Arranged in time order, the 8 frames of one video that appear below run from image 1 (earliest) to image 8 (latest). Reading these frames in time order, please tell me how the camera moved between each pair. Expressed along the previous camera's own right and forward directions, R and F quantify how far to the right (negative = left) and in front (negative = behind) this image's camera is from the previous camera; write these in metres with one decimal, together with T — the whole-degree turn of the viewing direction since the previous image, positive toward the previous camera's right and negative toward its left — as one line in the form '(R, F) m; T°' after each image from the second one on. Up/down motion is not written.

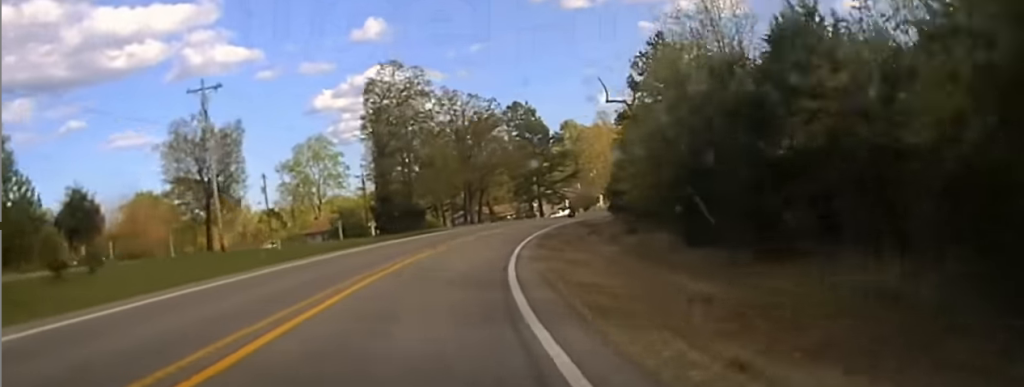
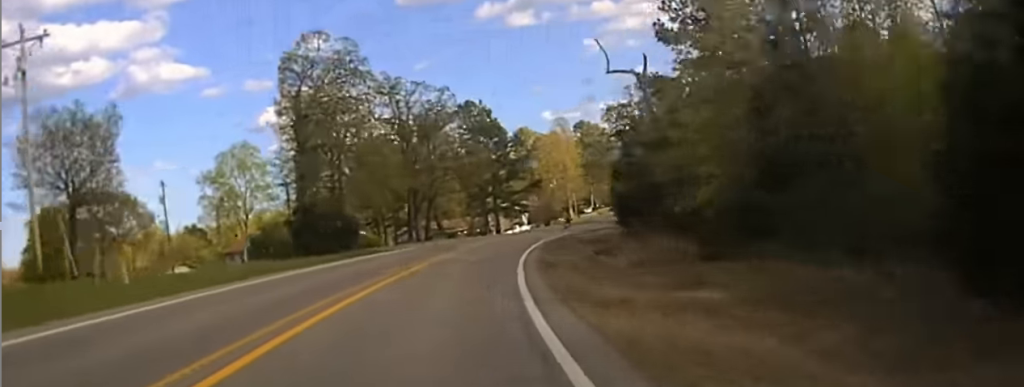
(+0.6, +16.2) m; +2°
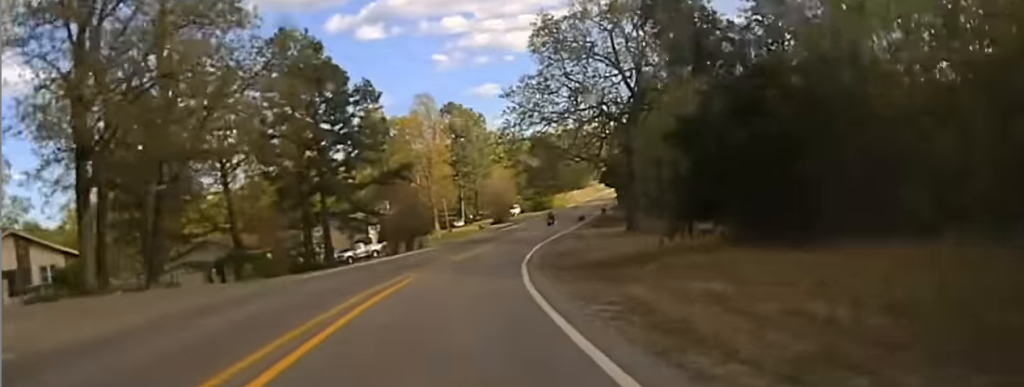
(+2.8, +46.9) m; +8°
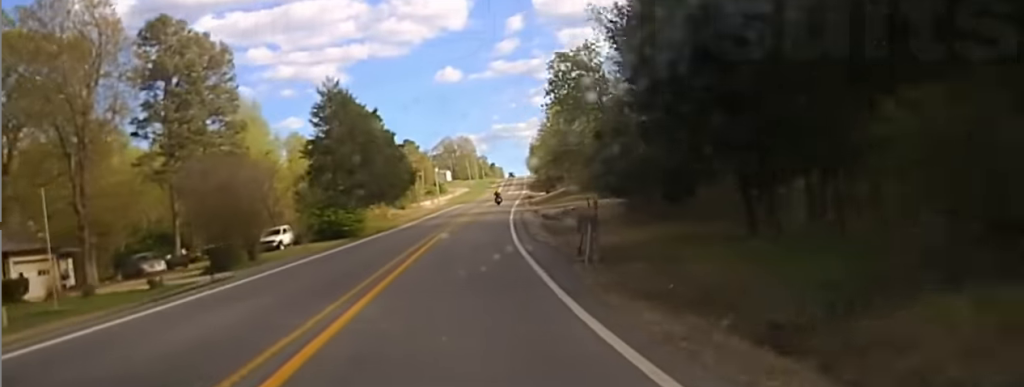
(+10.5, +75.0) m; +15°
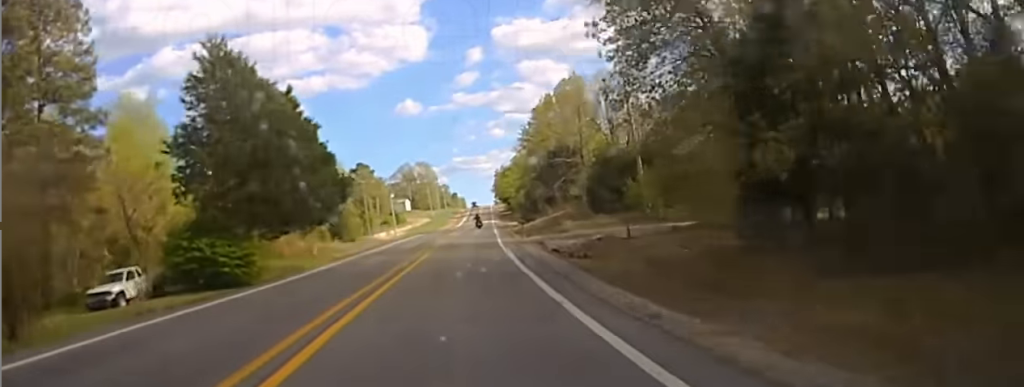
(+0.5, +29.9) m; +4°
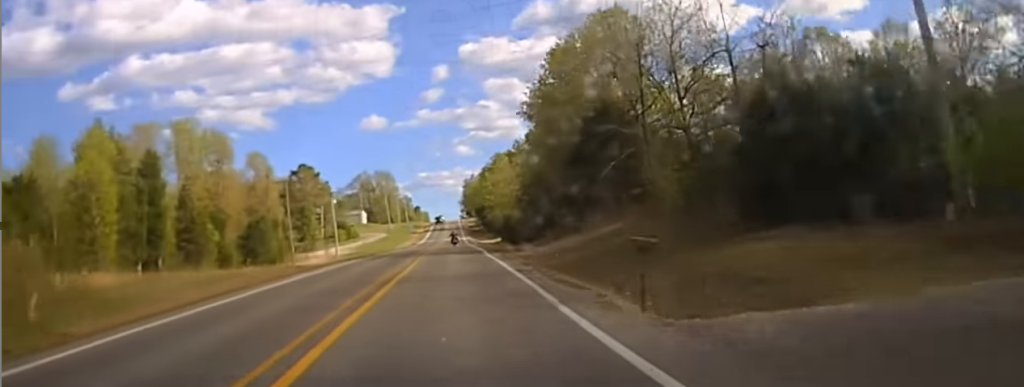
(+2.6, +44.0) m; +3°
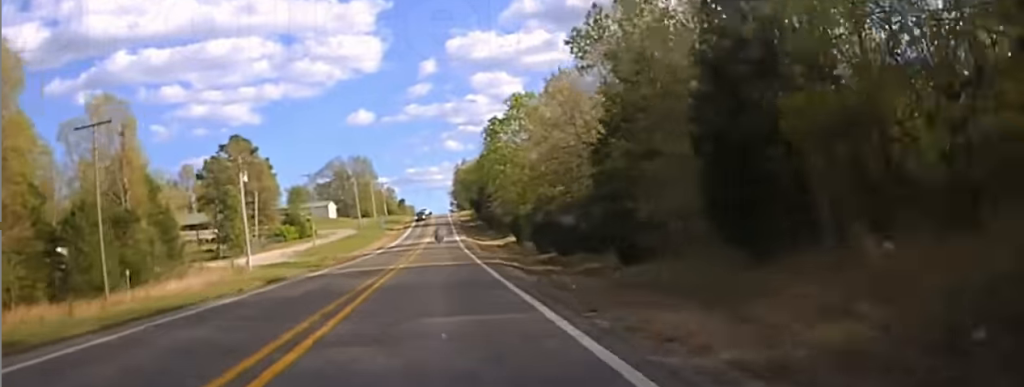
(0.0, +62.4) m; 0°
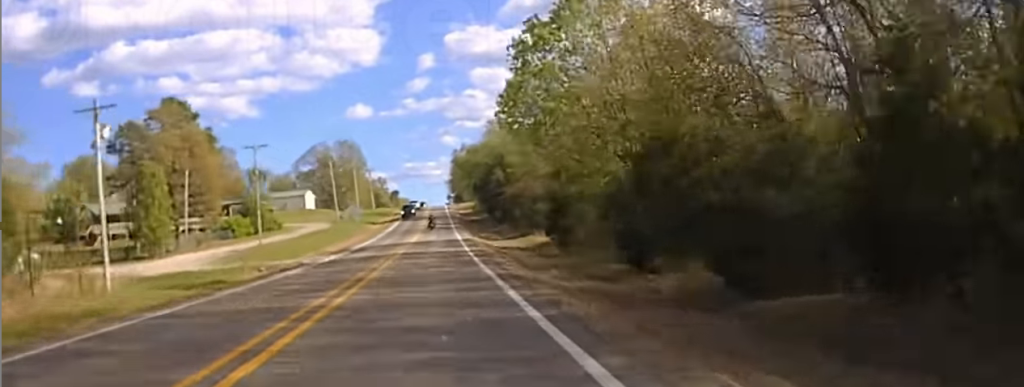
(0.0, +38.9) m; 0°
